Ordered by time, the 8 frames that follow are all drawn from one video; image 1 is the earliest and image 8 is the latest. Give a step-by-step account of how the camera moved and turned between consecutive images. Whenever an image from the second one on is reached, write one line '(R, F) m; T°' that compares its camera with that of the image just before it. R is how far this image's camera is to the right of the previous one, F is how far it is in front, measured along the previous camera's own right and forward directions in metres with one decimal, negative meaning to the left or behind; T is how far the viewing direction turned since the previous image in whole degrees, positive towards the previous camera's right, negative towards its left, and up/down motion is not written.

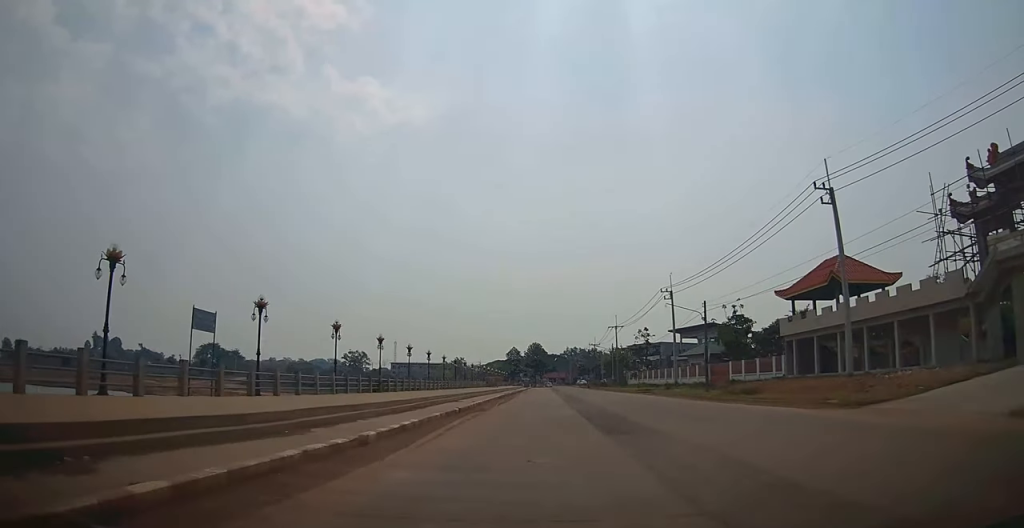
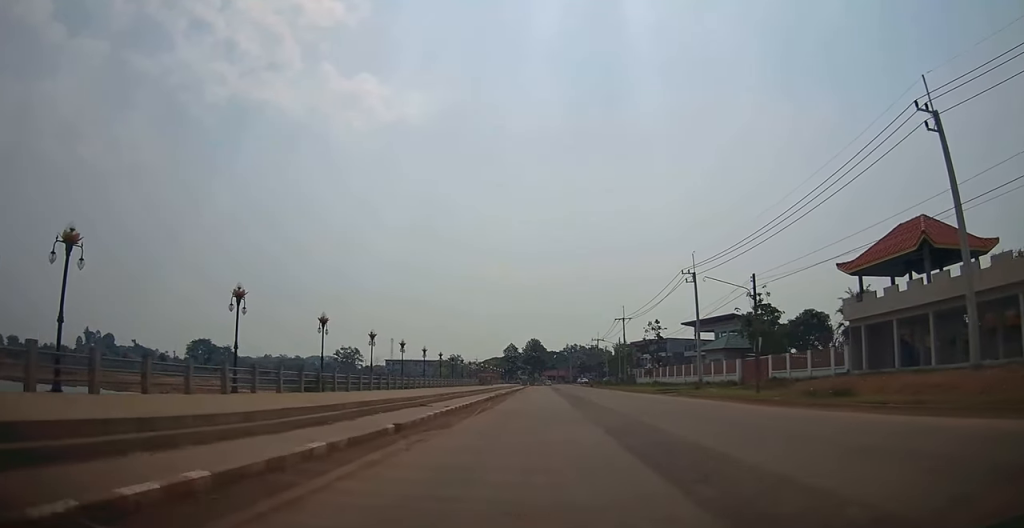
(+0.2, +9.7) m; +1°
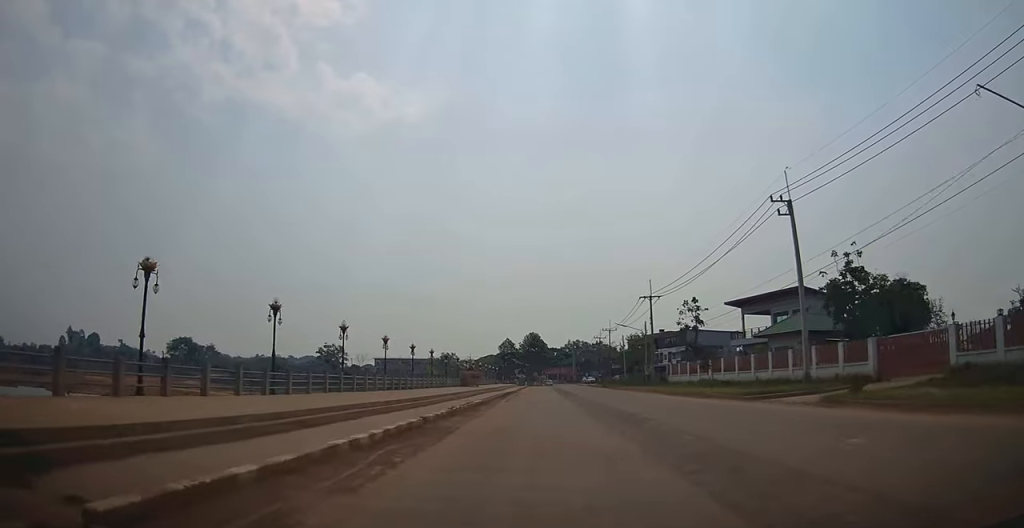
(+0.2, +20.8) m; +2°
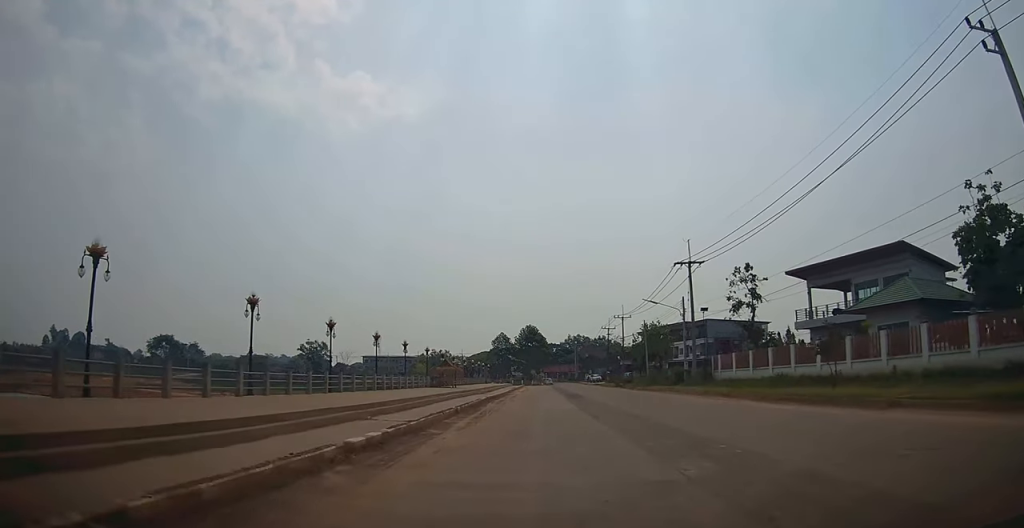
(0.0, +18.1) m; 0°
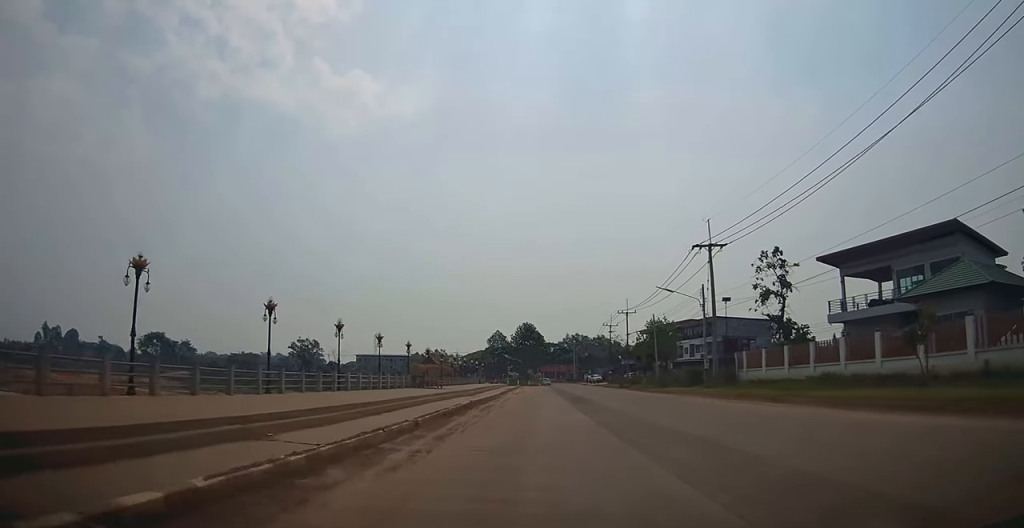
(0.0, +6.7) m; 0°
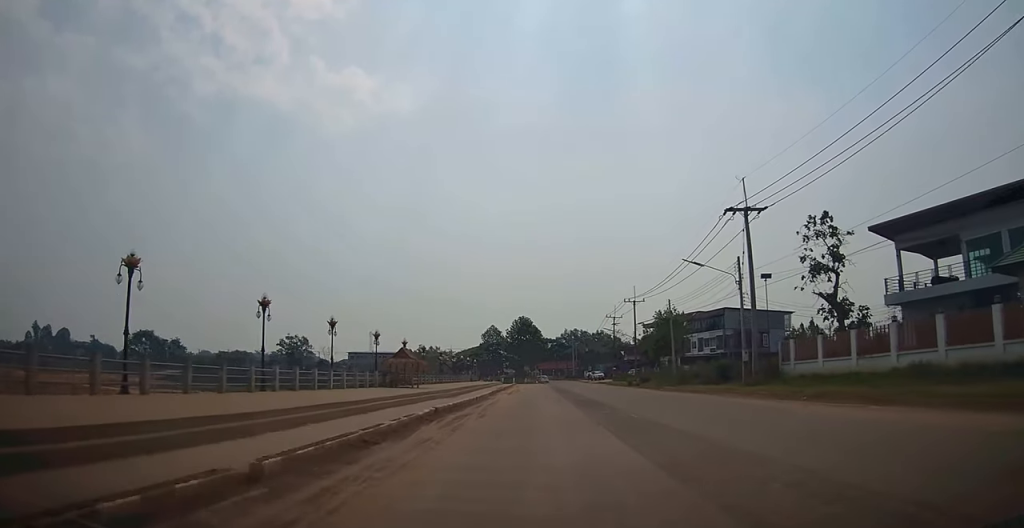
(+0.2, +8.6) m; 0°
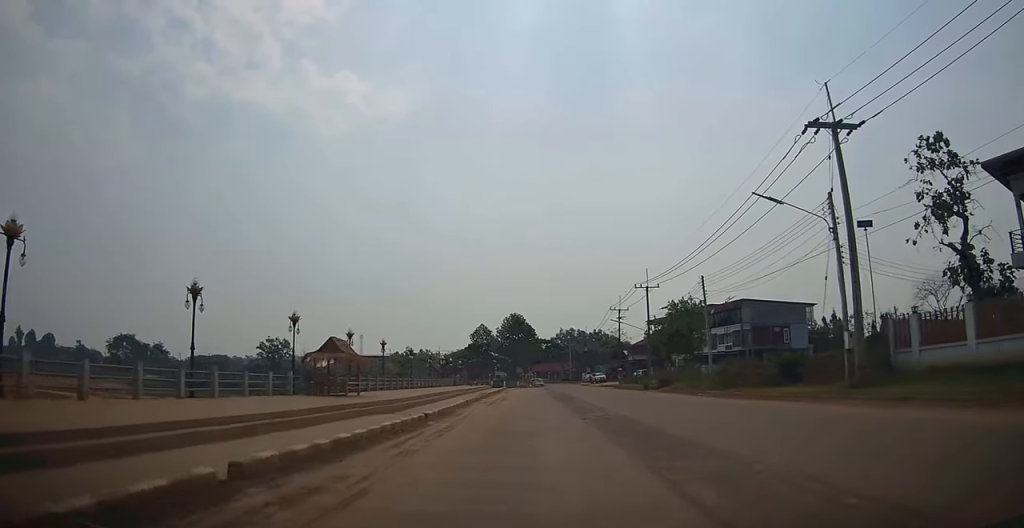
(-0.1, +12.6) m; +1°
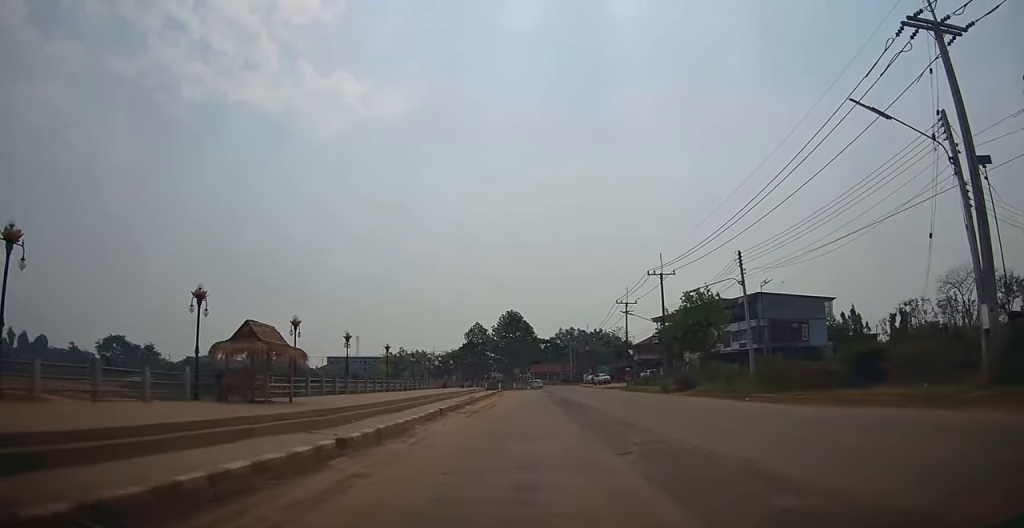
(+0.2, +7.9) m; +1°
